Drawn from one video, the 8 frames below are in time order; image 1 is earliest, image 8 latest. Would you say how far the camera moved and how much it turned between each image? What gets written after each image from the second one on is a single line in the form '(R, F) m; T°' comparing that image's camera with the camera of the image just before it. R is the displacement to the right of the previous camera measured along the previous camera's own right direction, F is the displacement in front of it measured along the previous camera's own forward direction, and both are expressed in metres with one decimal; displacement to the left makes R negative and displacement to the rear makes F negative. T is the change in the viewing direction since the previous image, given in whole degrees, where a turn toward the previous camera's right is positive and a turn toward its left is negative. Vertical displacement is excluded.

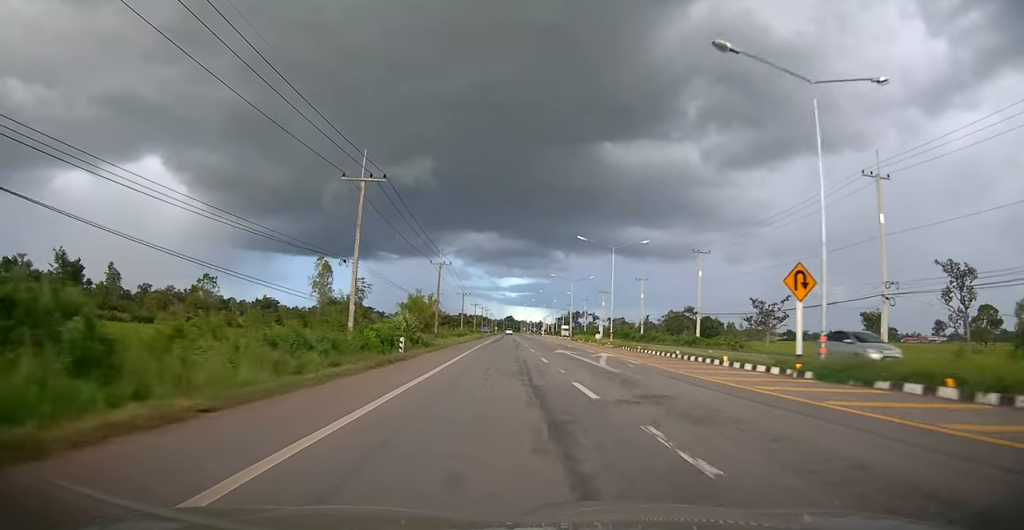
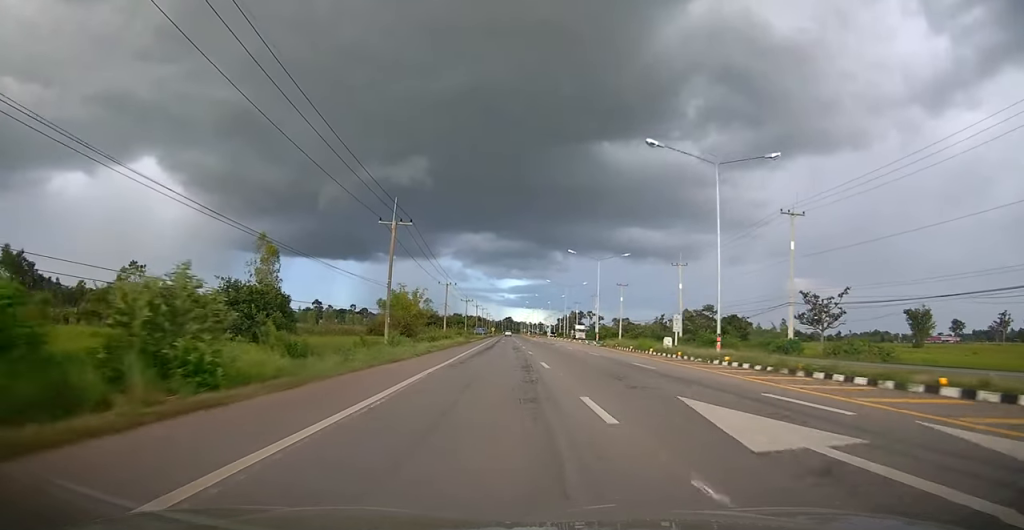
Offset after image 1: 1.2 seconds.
(0.0, +26.5) m; +1°
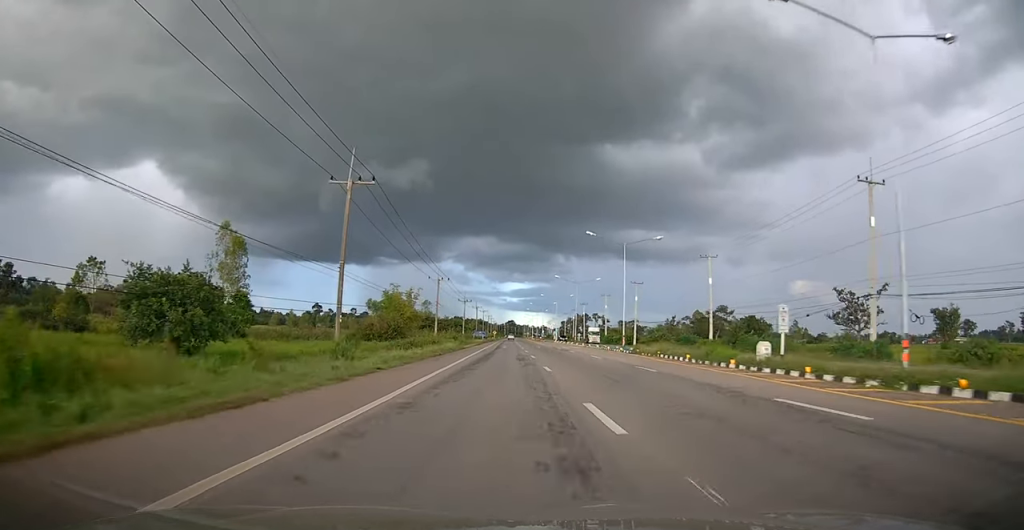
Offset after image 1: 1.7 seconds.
(-0.1, +12.3) m; +1°
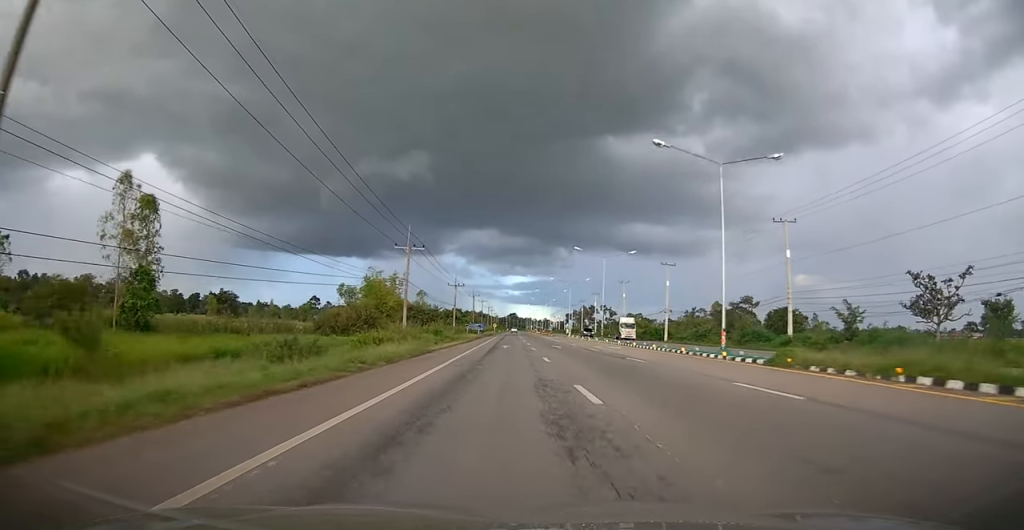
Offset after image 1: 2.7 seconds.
(+0.6, +22.1) m; -2°
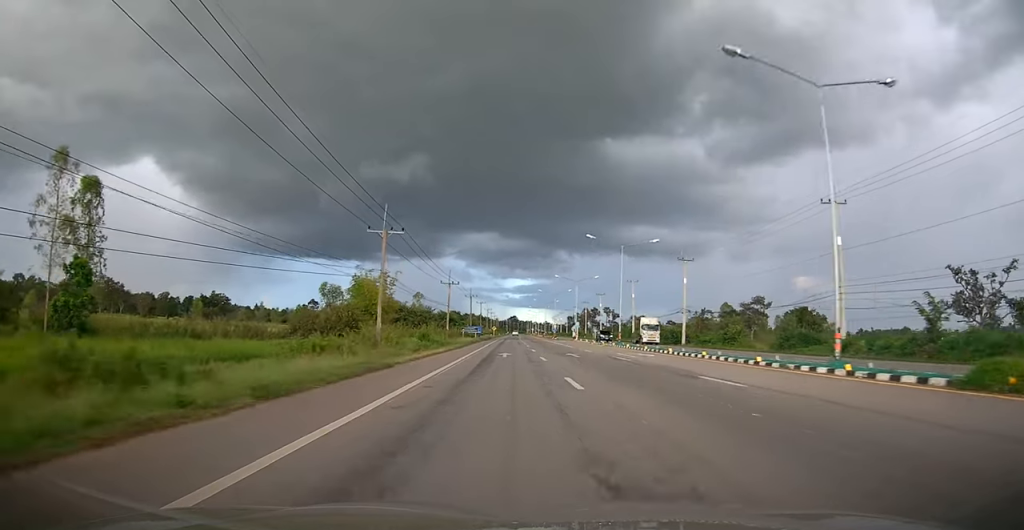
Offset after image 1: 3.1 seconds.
(-0.5, +9.3) m; 0°
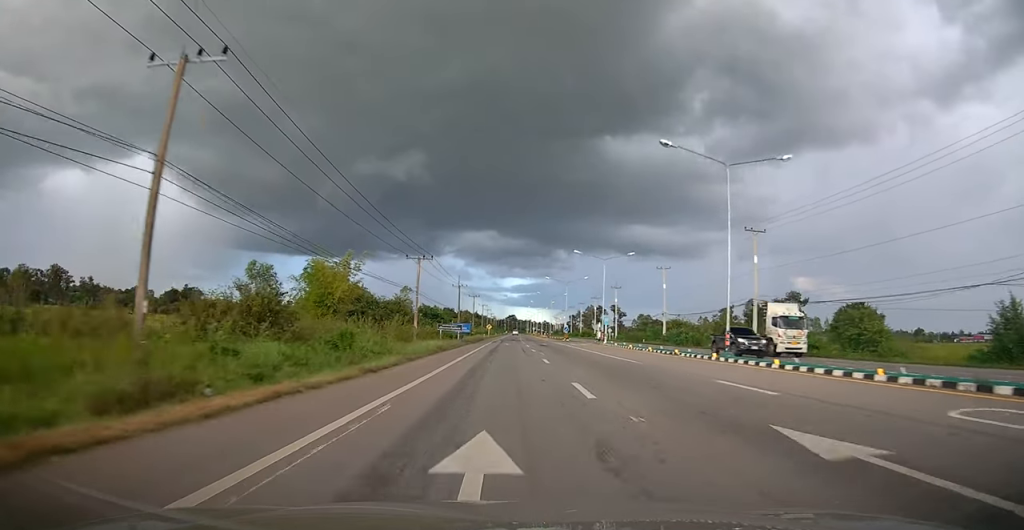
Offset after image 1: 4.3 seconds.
(-0.1, +25.3) m; +1°
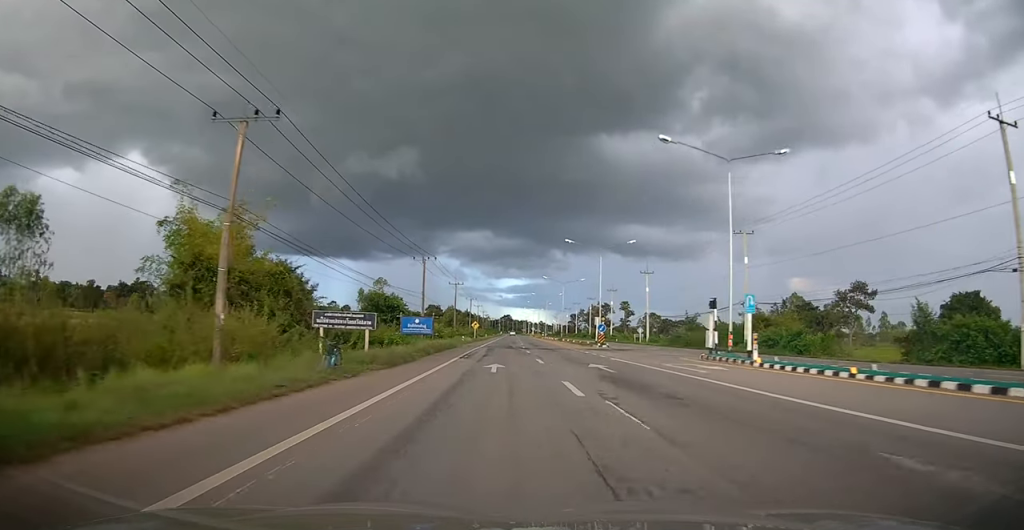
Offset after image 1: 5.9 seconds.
(+0.2, +35.4) m; -1°
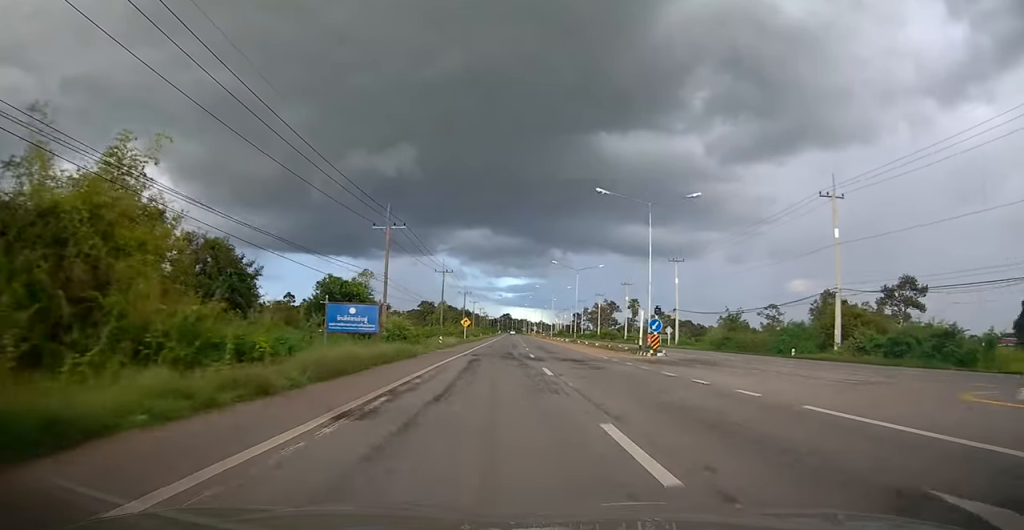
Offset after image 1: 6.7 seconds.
(0.0, +18.2) m; 0°
